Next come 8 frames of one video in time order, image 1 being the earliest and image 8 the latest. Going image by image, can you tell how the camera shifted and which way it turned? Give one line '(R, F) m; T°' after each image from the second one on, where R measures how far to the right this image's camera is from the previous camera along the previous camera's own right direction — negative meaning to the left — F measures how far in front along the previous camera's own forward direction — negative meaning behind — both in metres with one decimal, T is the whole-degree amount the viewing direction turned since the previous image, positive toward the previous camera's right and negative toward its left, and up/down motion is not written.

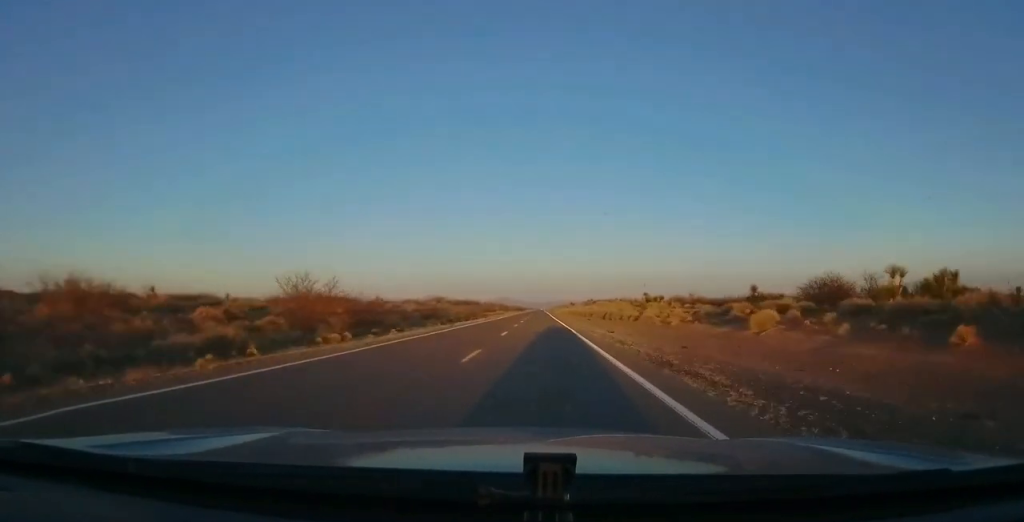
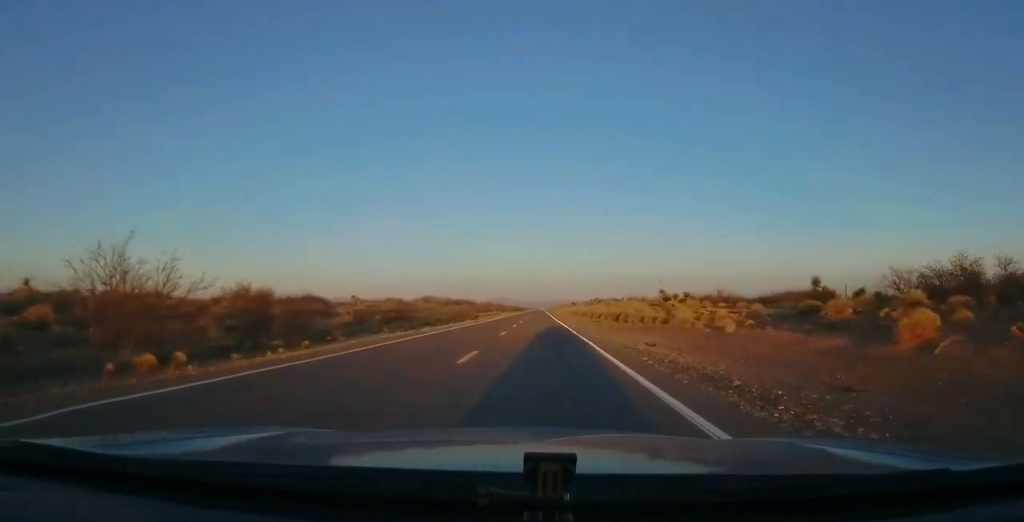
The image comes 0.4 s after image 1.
(+0.1, +12.7) m; 0°
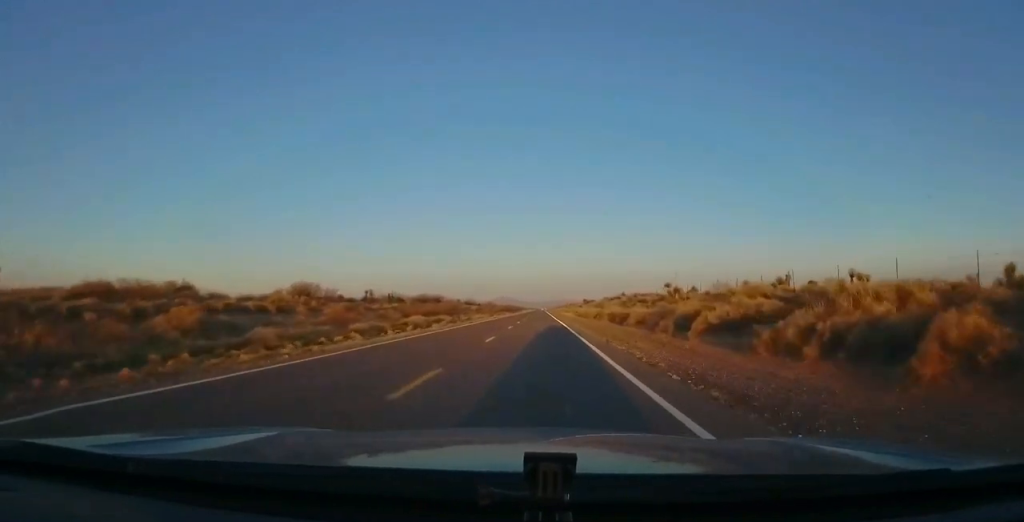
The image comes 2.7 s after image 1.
(-0.2, +65.3) m; -1°
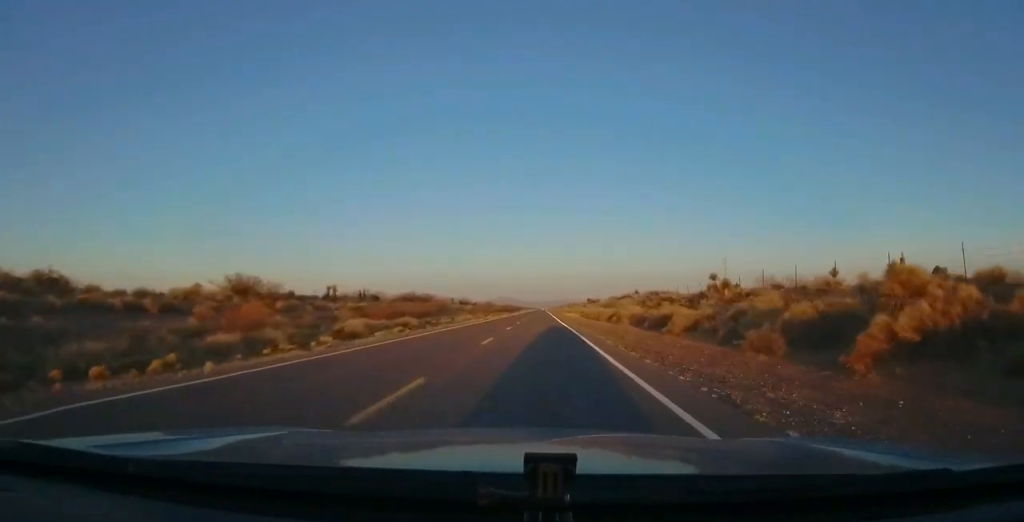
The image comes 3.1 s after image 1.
(-0.3, +13.7) m; 0°
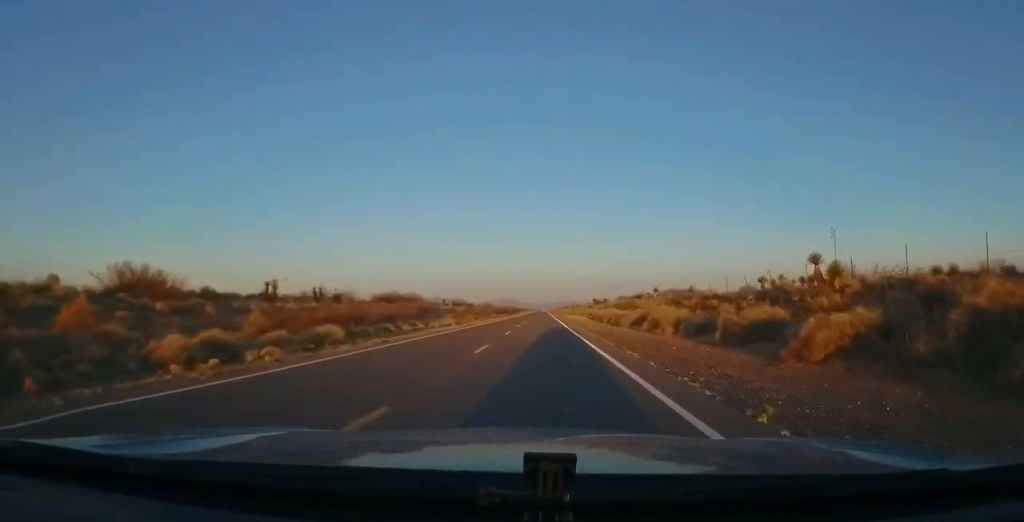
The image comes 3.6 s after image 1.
(0.0, +14.6) m; 0°
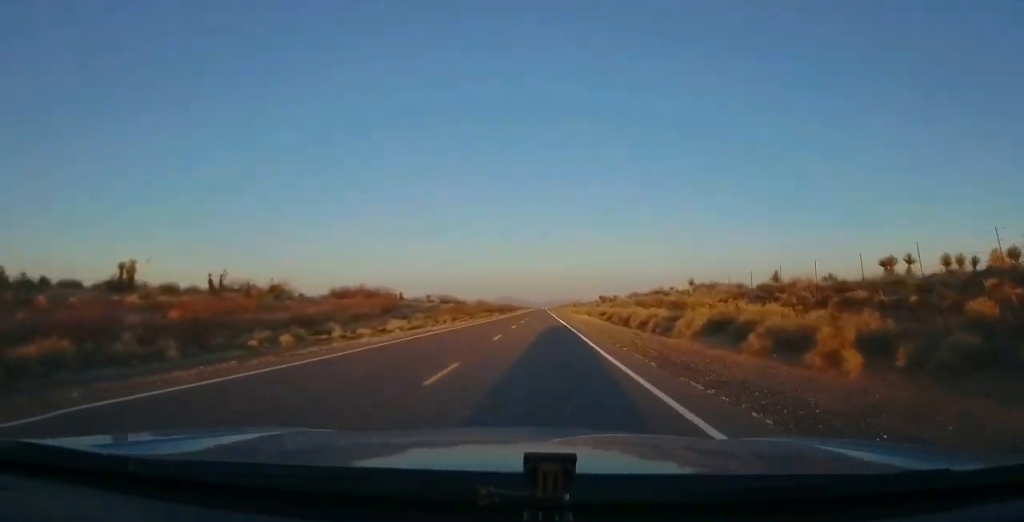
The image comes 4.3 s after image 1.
(+0.6, +18.5) m; 0°
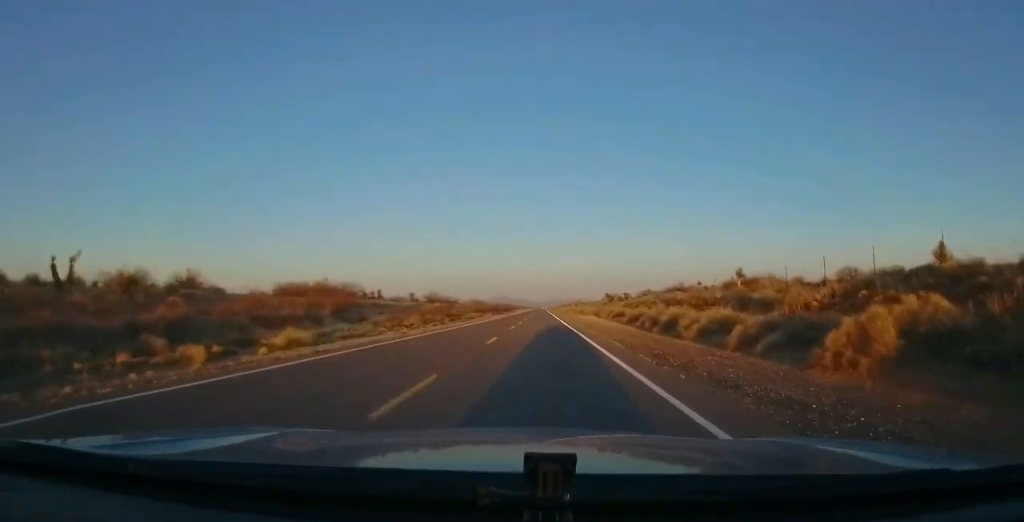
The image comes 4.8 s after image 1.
(-0.2, +14.7) m; 0°
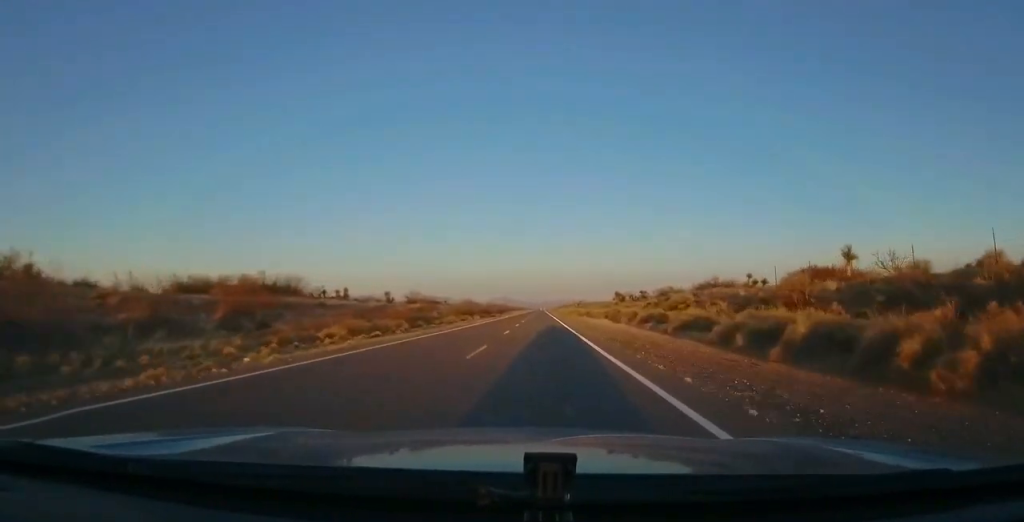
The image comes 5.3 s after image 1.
(-0.5, +16.6) m; -1°
